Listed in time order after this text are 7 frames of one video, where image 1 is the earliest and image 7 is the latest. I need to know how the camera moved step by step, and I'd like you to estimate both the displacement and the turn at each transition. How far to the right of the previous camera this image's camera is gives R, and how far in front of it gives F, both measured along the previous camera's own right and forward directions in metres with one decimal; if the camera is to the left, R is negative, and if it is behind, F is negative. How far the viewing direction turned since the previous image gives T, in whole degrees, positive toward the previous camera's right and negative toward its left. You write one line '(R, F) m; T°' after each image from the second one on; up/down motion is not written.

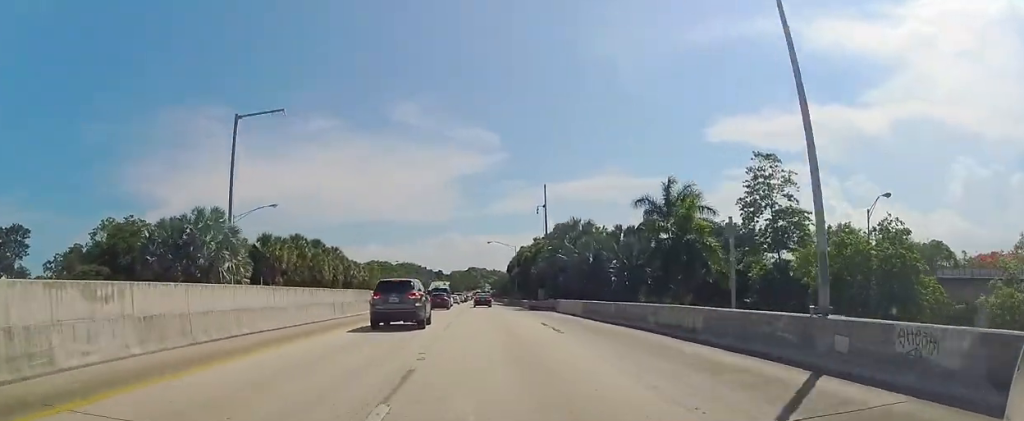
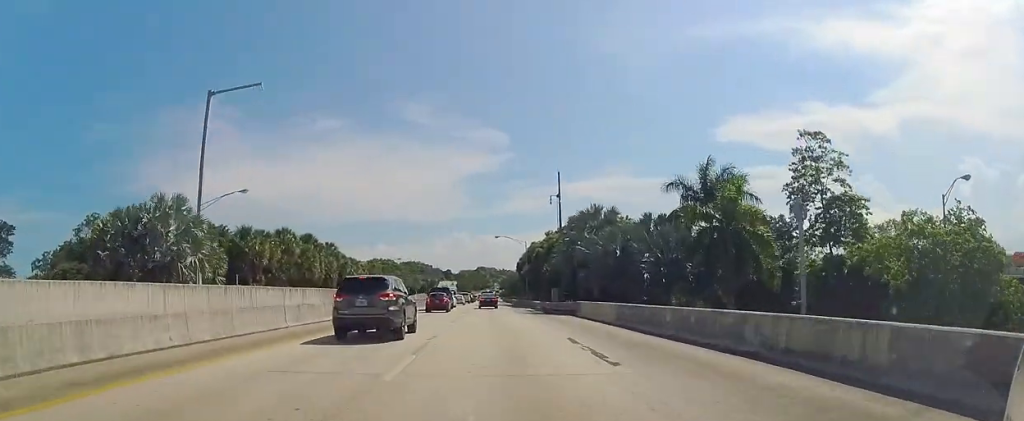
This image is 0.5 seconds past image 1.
(+0.2, +6.9) m; +1°
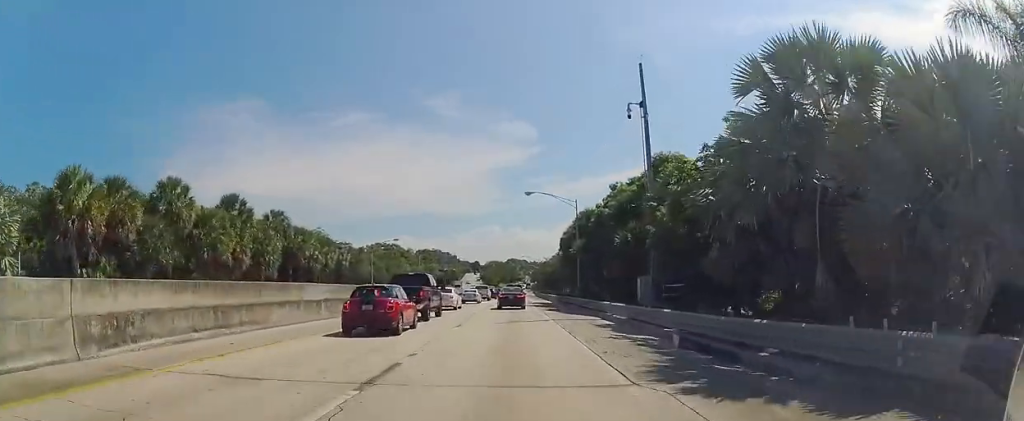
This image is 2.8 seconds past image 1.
(-0.8, +28.2) m; -3°
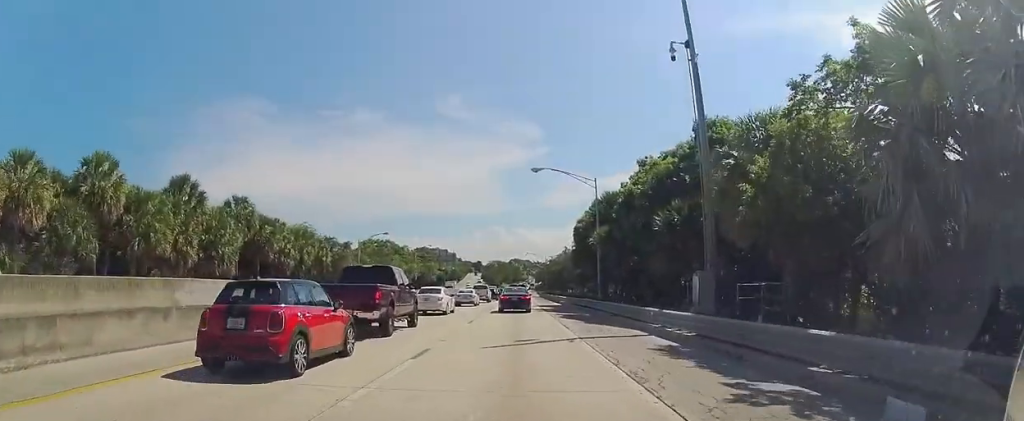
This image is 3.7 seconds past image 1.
(+0.3, +8.5) m; -1°
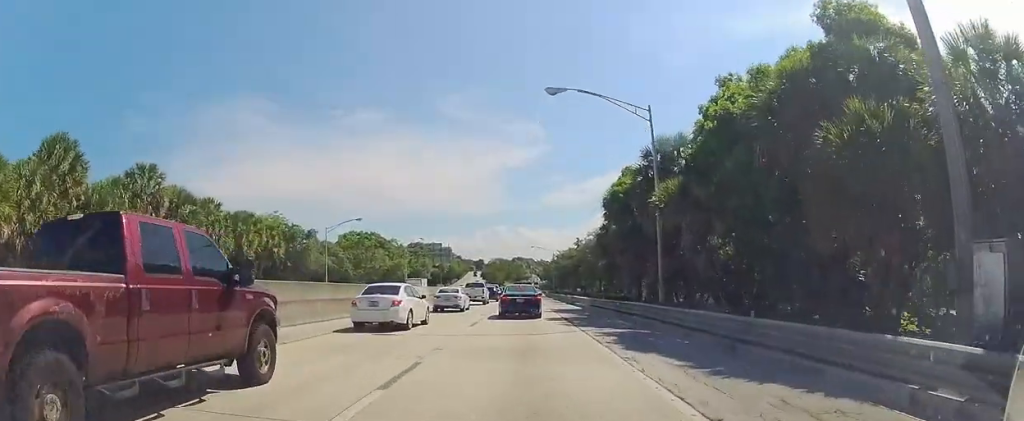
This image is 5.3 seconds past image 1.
(-0.4, +13.2) m; -1°
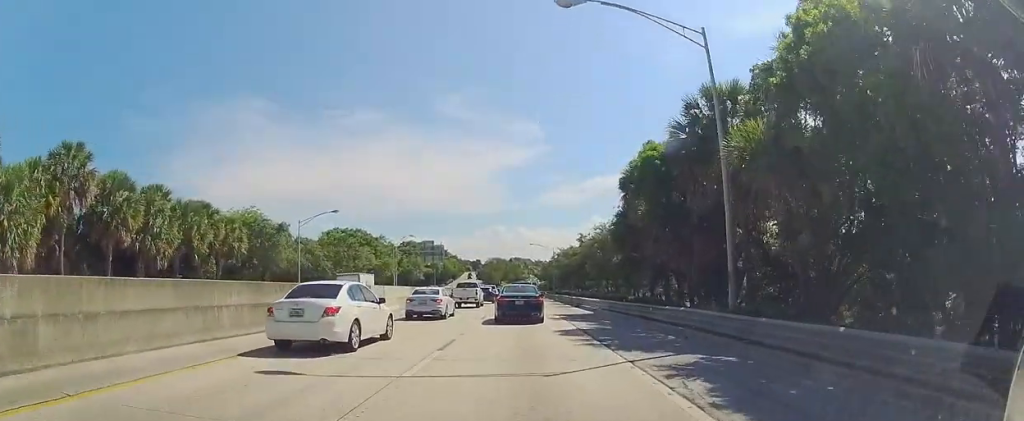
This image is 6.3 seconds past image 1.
(+0.2, +7.1) m; +1°
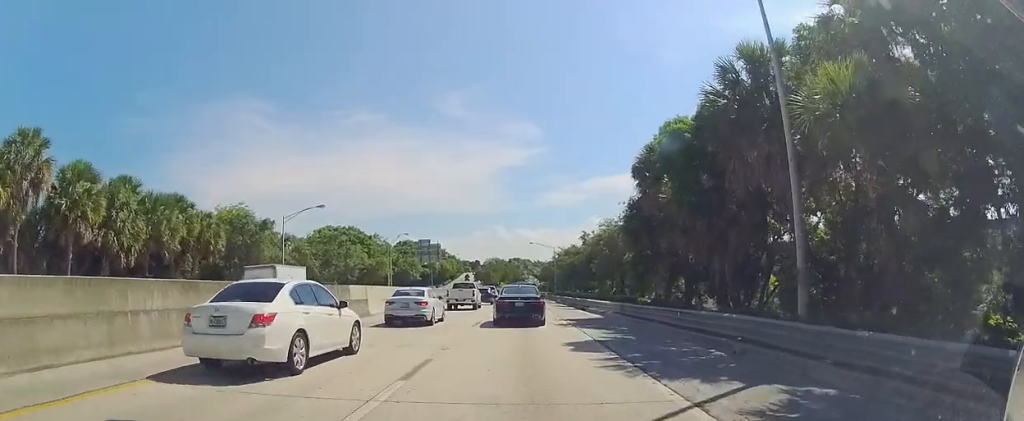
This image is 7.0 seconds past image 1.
(-0.1, +3.8) m; 0°
